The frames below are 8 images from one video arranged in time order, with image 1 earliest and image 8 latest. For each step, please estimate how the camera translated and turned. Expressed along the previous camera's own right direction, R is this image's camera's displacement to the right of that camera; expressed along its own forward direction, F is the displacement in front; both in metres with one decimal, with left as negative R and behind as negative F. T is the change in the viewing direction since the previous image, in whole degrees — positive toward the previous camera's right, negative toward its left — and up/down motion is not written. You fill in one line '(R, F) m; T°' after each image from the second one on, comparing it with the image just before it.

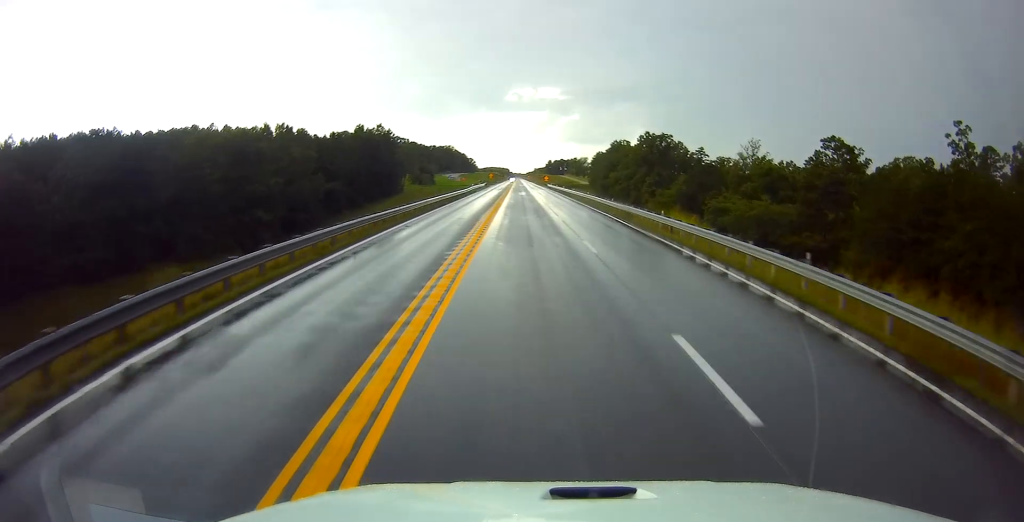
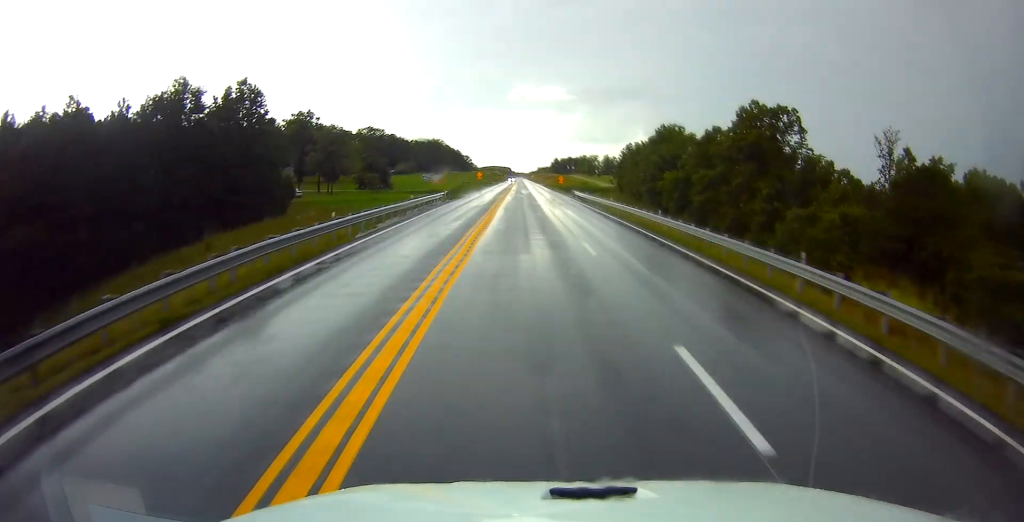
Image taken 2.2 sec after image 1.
(+0.6, +61.9) m; +1°
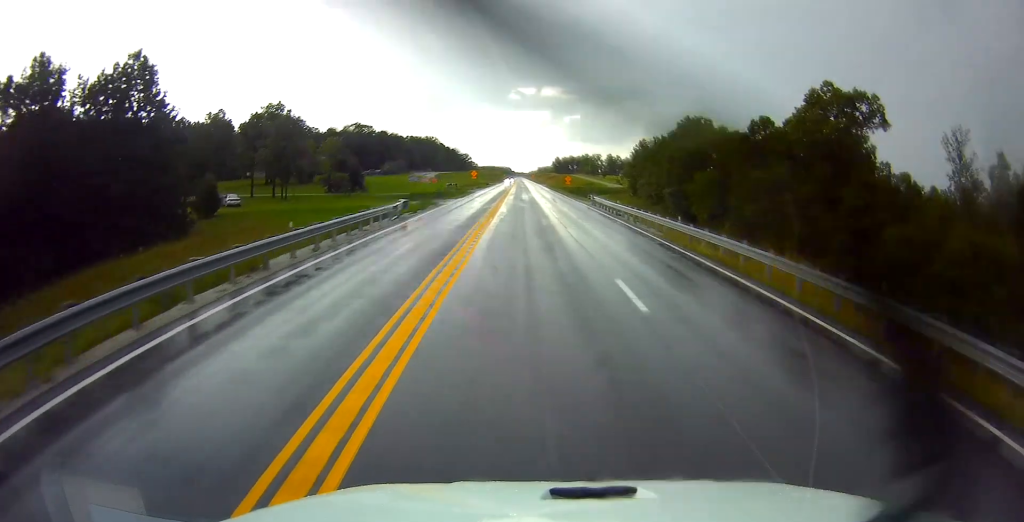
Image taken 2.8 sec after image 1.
(-0.1, +19.3) m; 0°
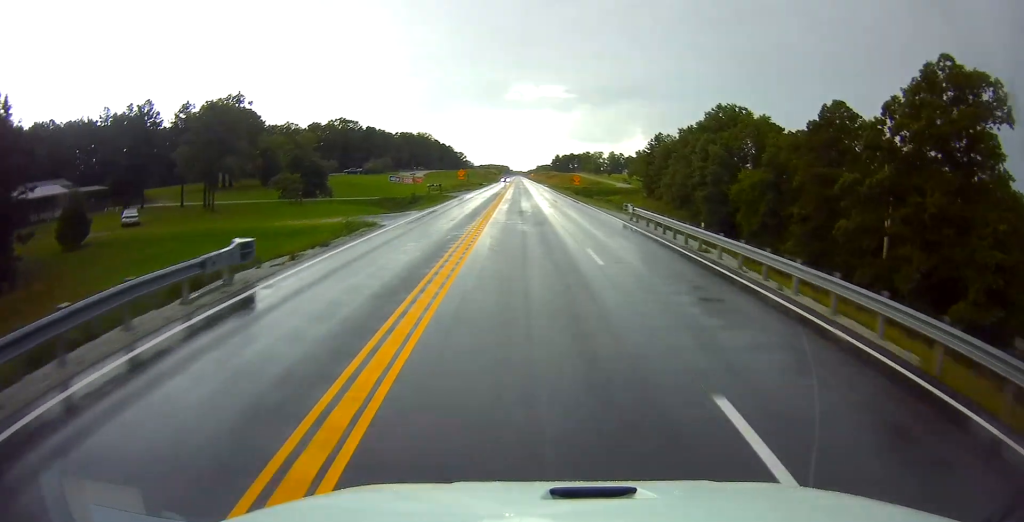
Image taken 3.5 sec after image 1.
(+0.4, +19.3) m; 0°
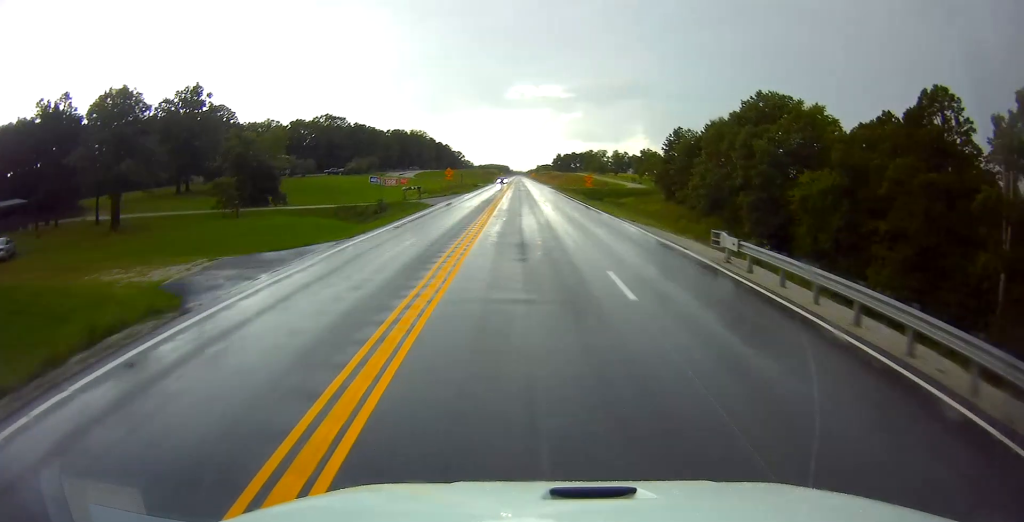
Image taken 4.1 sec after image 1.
(-0.3, +16.5) m; 0°
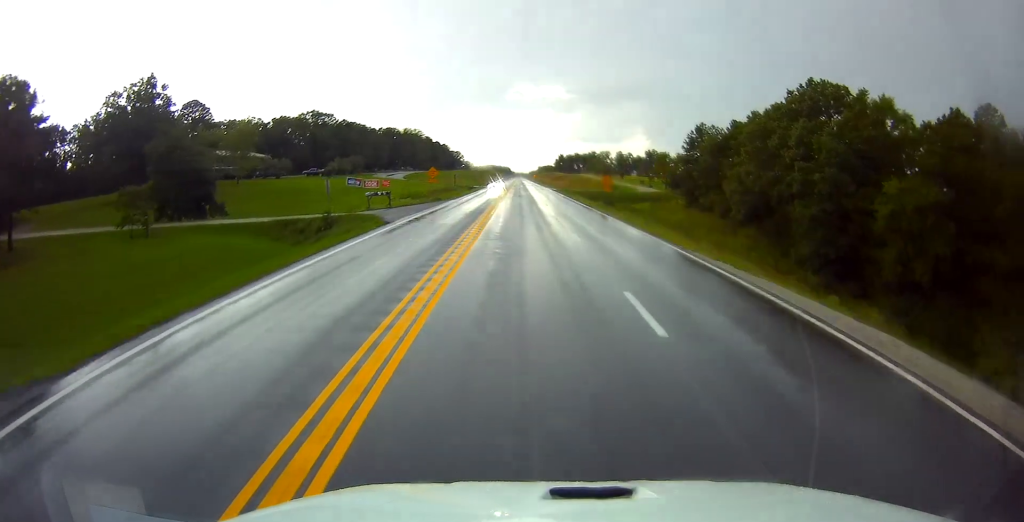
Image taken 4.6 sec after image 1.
(-0.3, +14.6) m; 0°
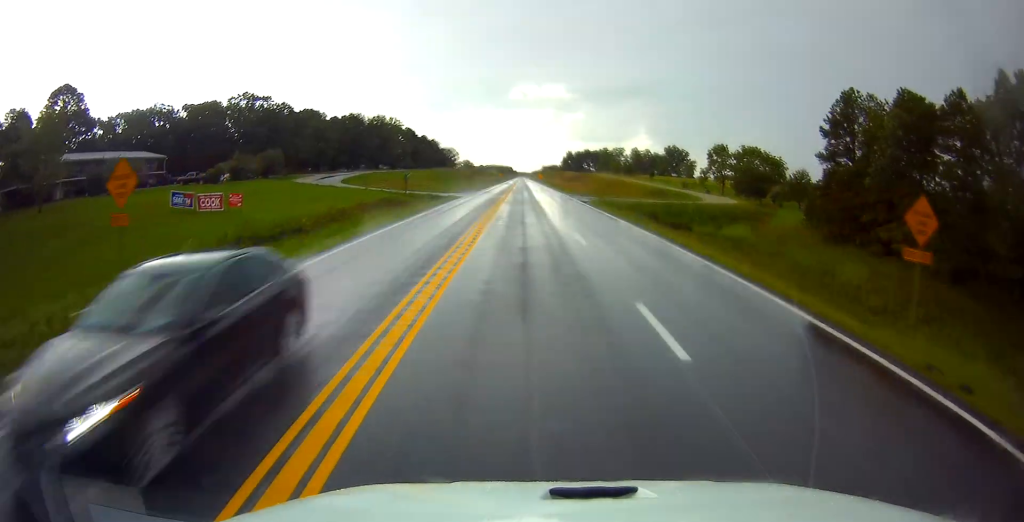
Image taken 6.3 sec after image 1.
(+0.2, +50.0) m; 0°
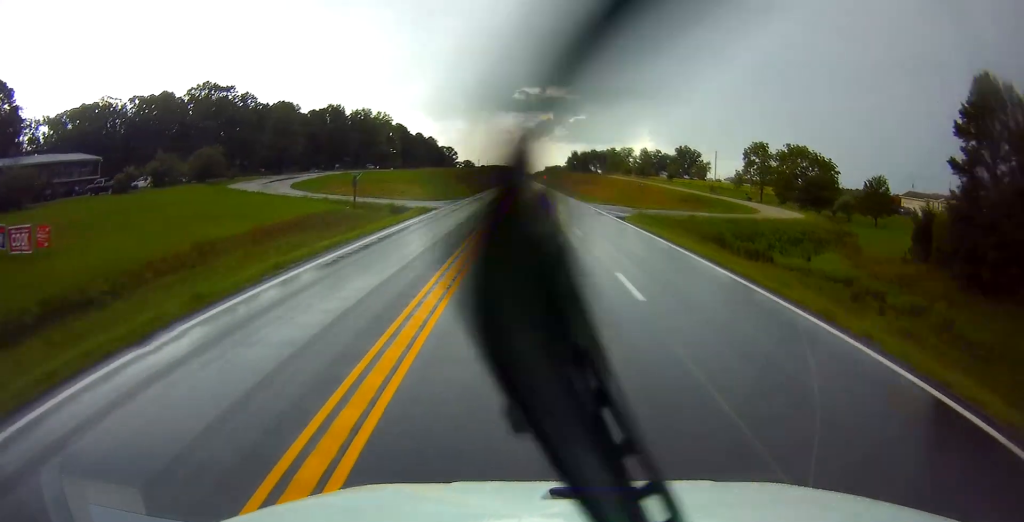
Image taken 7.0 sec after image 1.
(+0.1, +20.7) m; +1°
